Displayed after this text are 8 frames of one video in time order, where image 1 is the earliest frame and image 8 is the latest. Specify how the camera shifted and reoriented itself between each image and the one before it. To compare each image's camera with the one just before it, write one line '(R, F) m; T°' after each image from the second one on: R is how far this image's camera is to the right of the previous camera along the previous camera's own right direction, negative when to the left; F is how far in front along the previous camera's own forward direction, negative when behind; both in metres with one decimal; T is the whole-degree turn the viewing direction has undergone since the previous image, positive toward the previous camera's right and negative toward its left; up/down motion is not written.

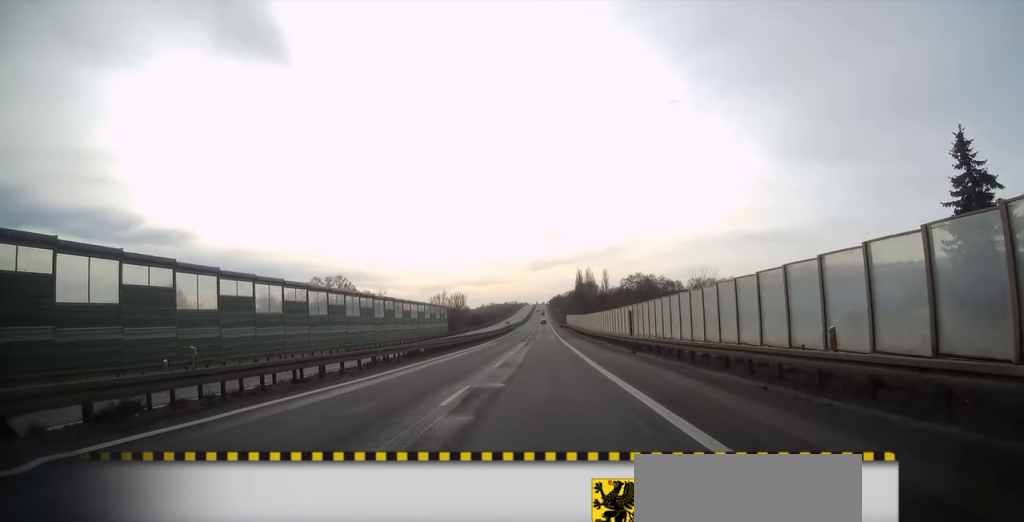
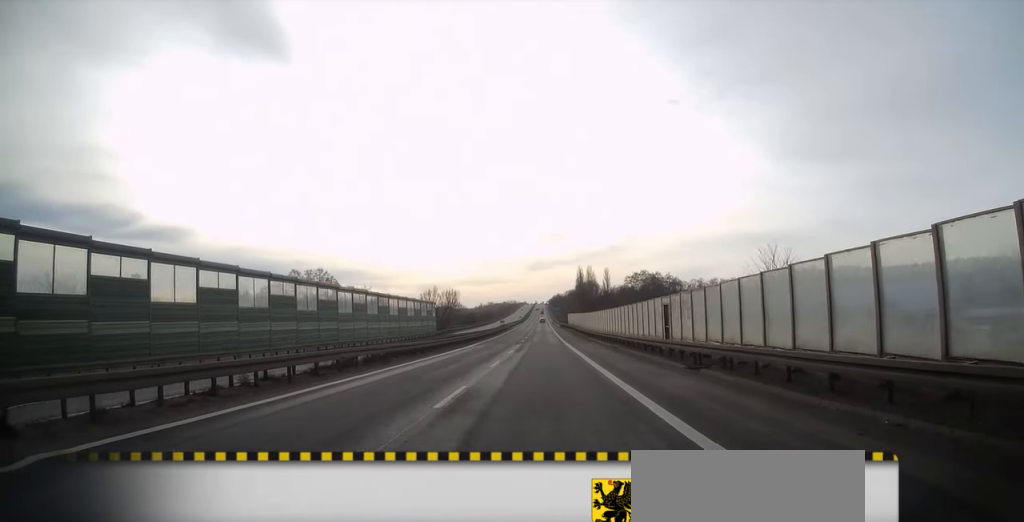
(0.0, +12.6) m; 0°
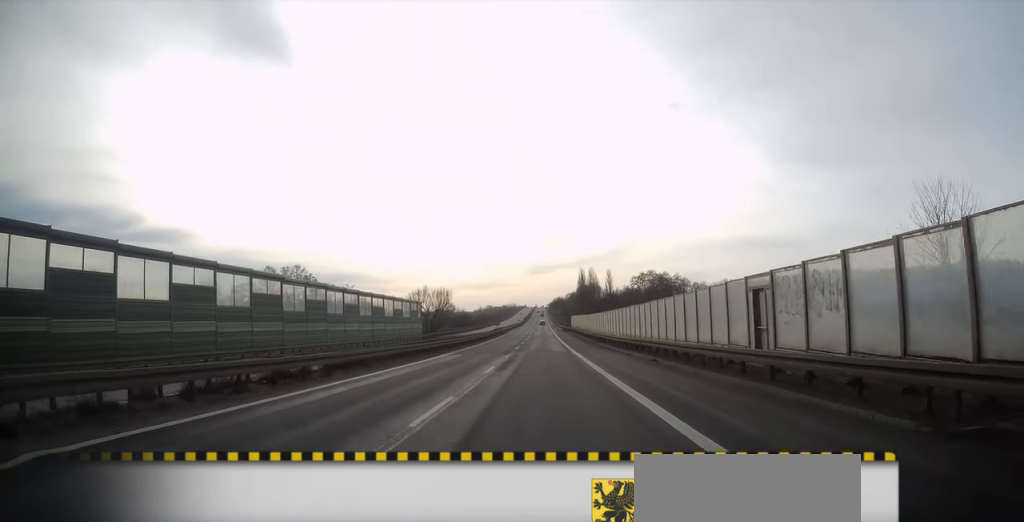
(0.0, +13.1) m; 0°
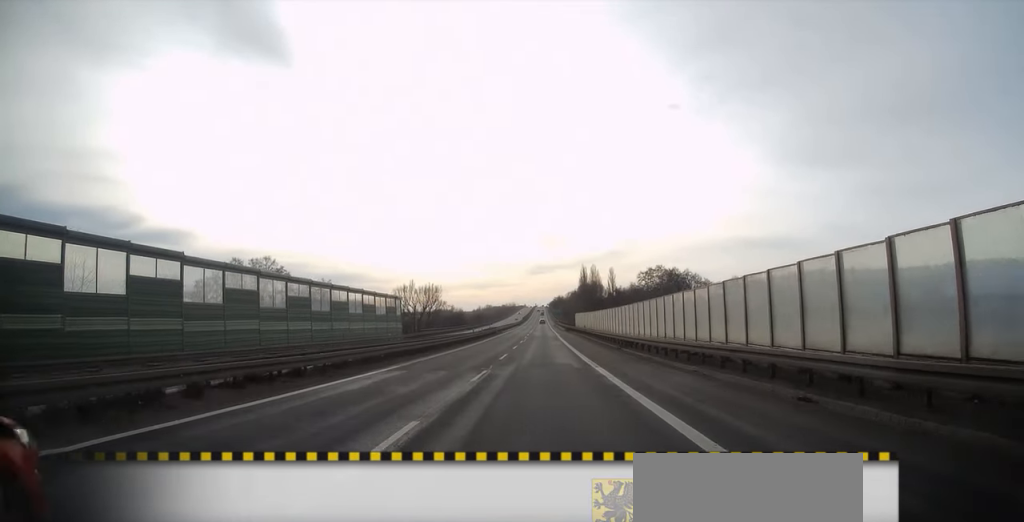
(0.0, +14.0) m; 0°
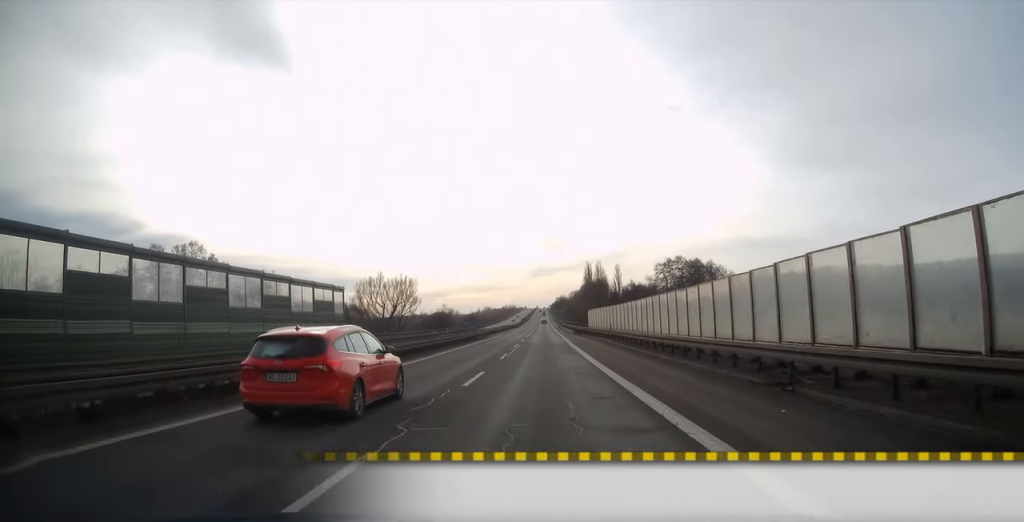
(0.0, +25.0) m; 0°
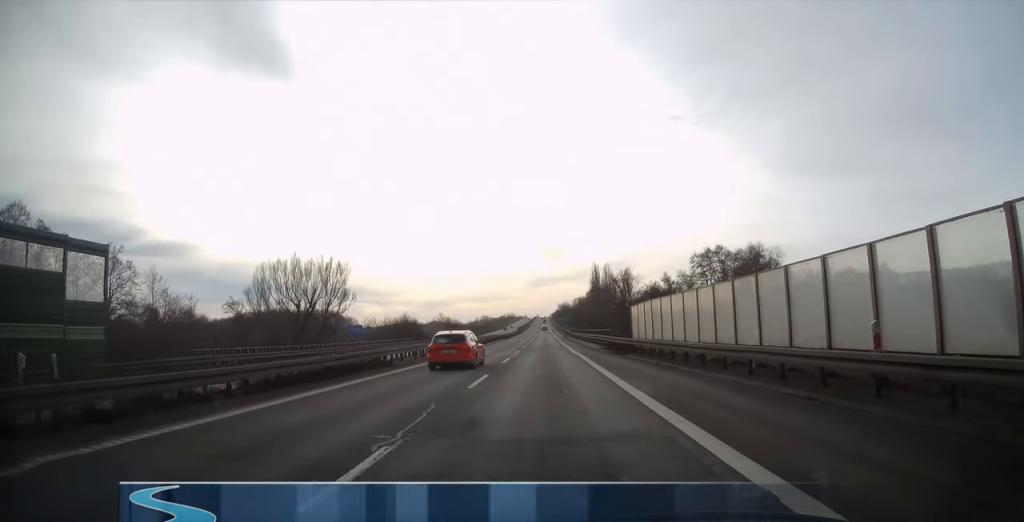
(0.0, +35.3) m; 0°
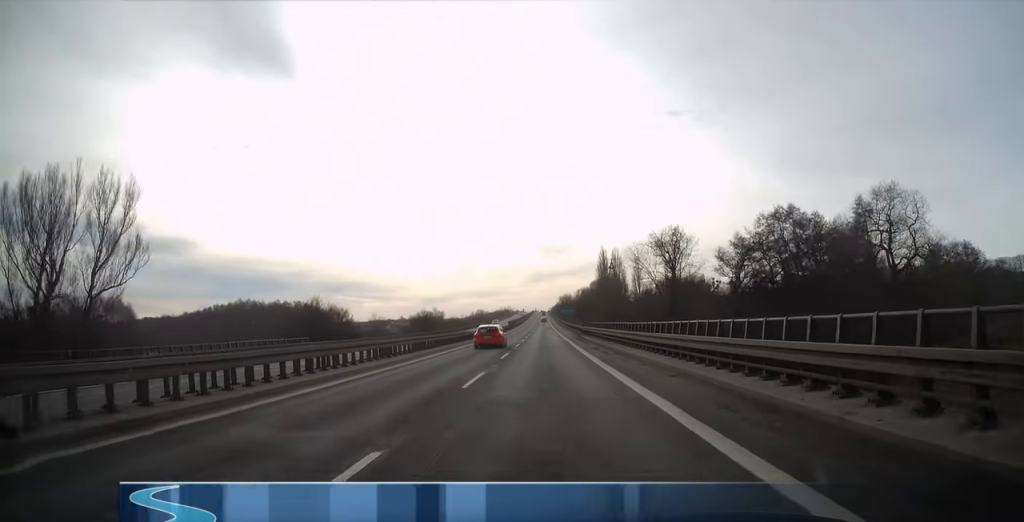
(0.0, +36.3) m; 0°
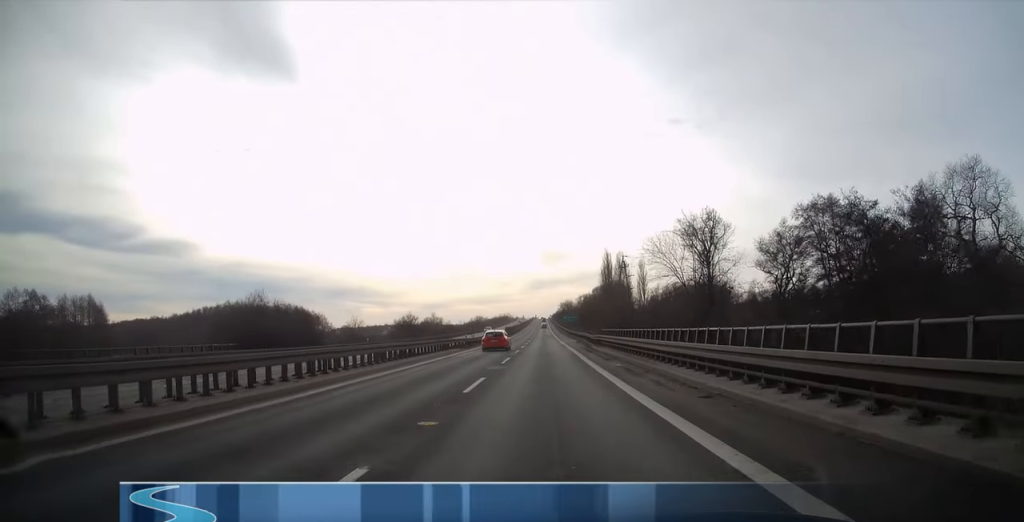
(0.0, +11.9) m; 0°
